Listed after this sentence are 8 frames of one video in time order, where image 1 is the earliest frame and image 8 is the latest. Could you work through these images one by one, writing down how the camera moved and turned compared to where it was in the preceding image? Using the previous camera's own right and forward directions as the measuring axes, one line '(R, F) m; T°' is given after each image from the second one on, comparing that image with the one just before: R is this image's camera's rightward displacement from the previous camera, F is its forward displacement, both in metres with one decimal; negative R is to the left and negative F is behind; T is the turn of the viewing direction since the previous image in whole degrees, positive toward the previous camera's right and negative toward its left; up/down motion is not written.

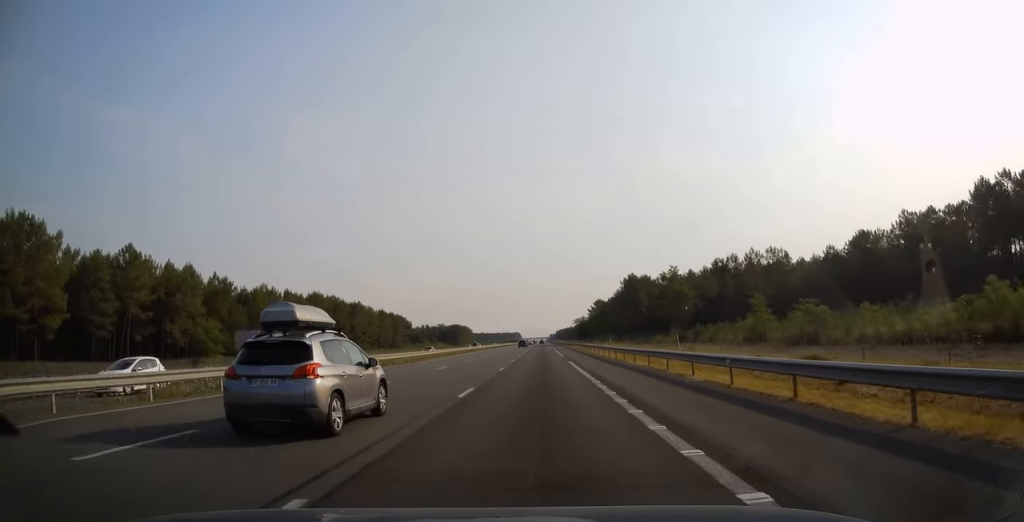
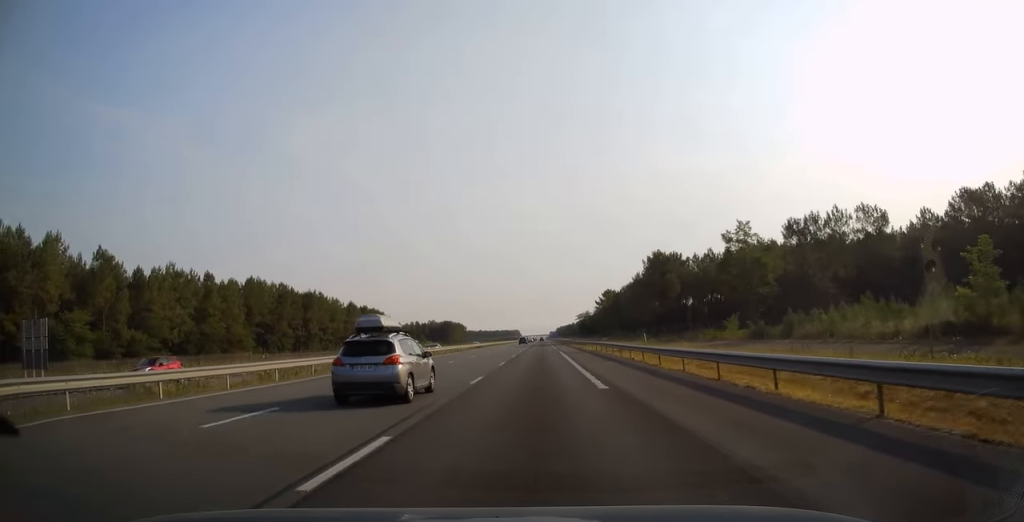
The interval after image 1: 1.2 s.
(+0.1, +35.4) m; 0°
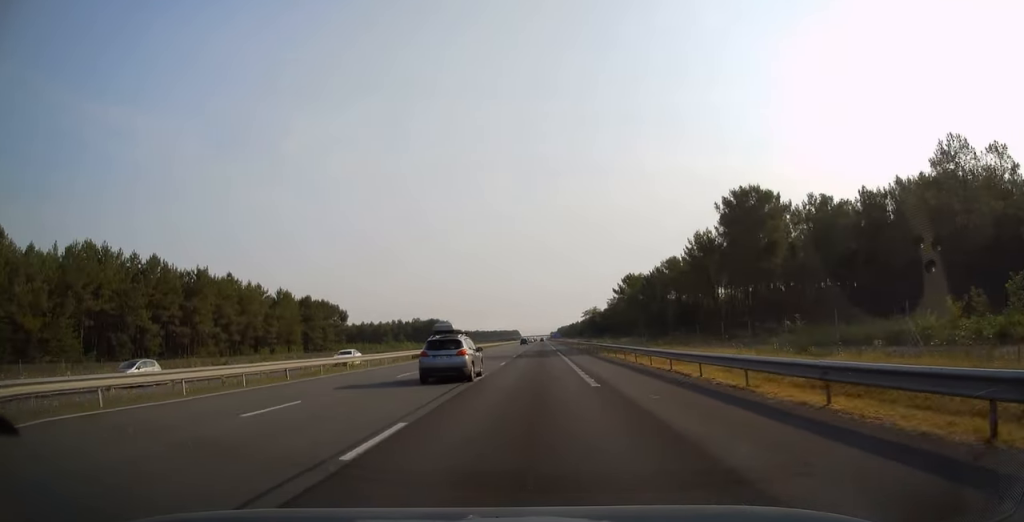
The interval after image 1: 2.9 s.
(-0.3, +50.7) m; 0°
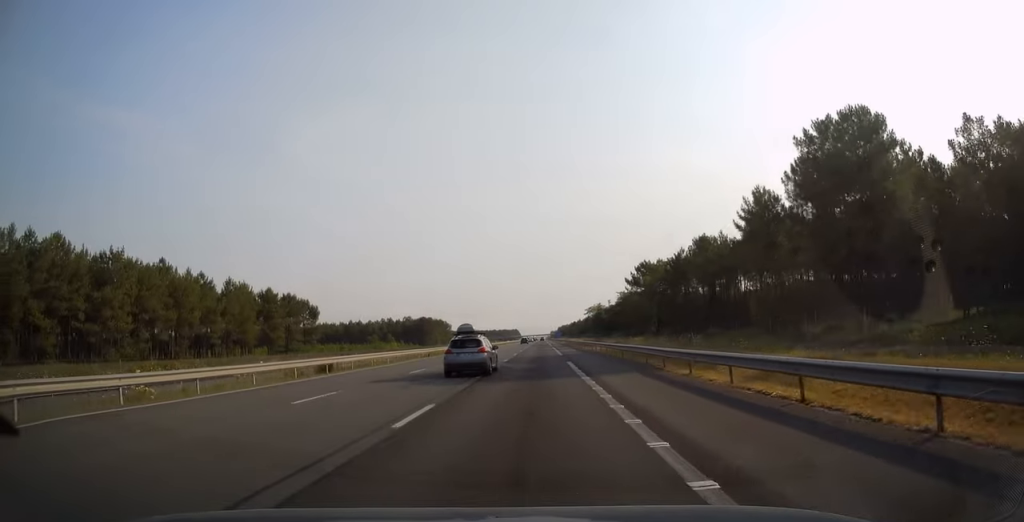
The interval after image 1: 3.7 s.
(+0.1, +23.1) m; 0°
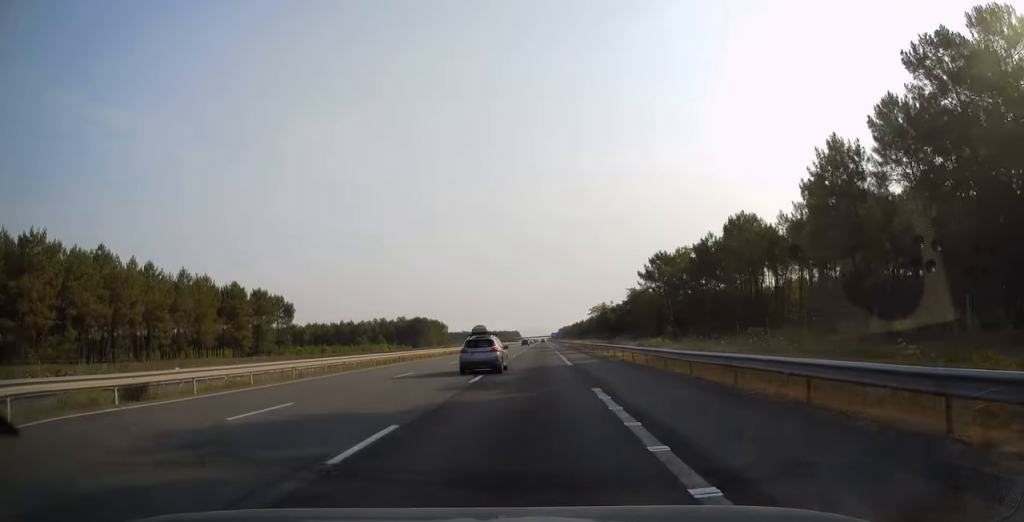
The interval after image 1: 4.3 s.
(+0.1, +16.2) m; 0°
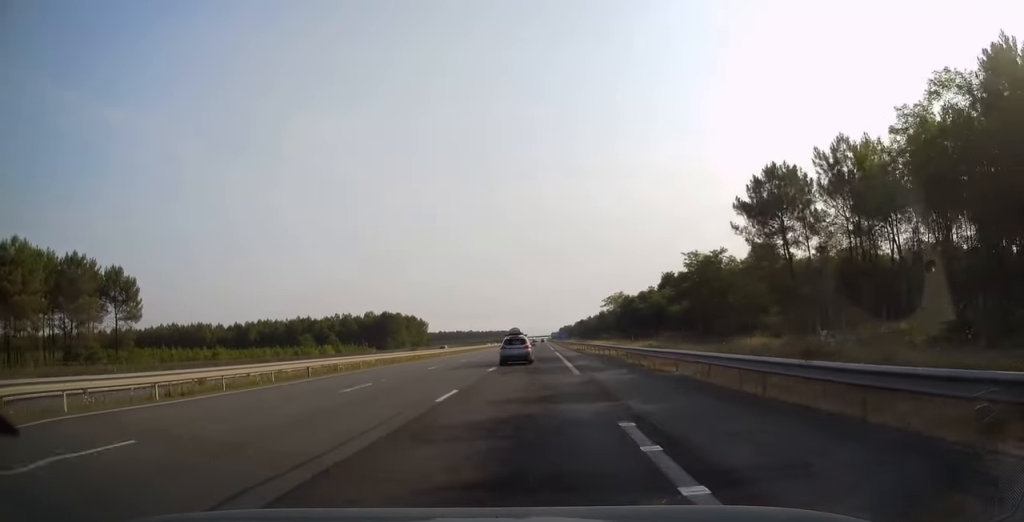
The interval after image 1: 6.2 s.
(-0.1, +58.1) m; 0°
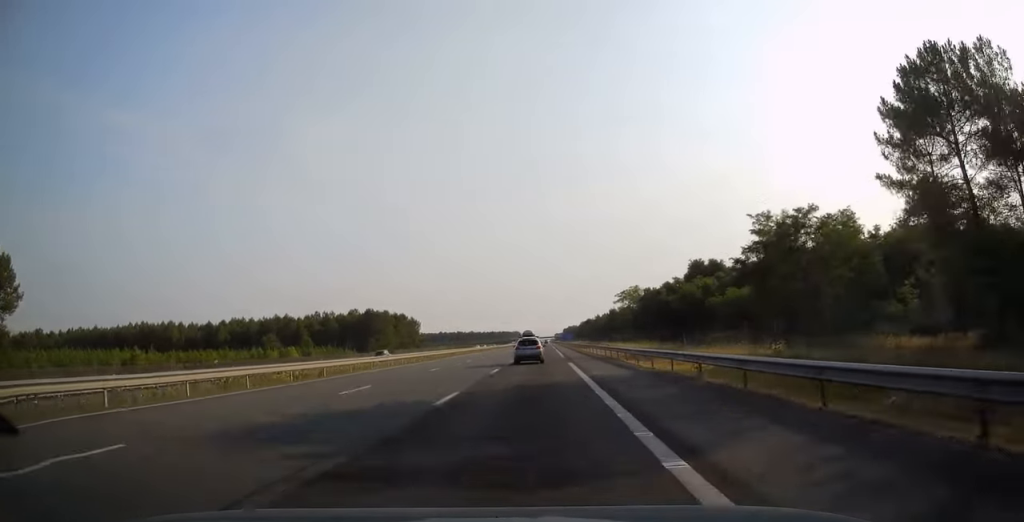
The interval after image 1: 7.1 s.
(0.0, +26.6) m; 0°
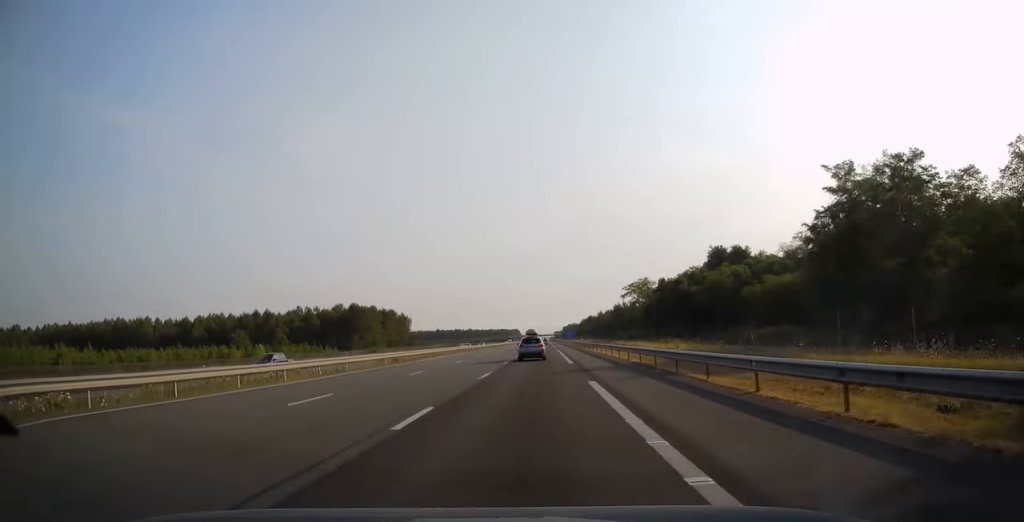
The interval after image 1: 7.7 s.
(-0.1, +16.8) m; 0°
